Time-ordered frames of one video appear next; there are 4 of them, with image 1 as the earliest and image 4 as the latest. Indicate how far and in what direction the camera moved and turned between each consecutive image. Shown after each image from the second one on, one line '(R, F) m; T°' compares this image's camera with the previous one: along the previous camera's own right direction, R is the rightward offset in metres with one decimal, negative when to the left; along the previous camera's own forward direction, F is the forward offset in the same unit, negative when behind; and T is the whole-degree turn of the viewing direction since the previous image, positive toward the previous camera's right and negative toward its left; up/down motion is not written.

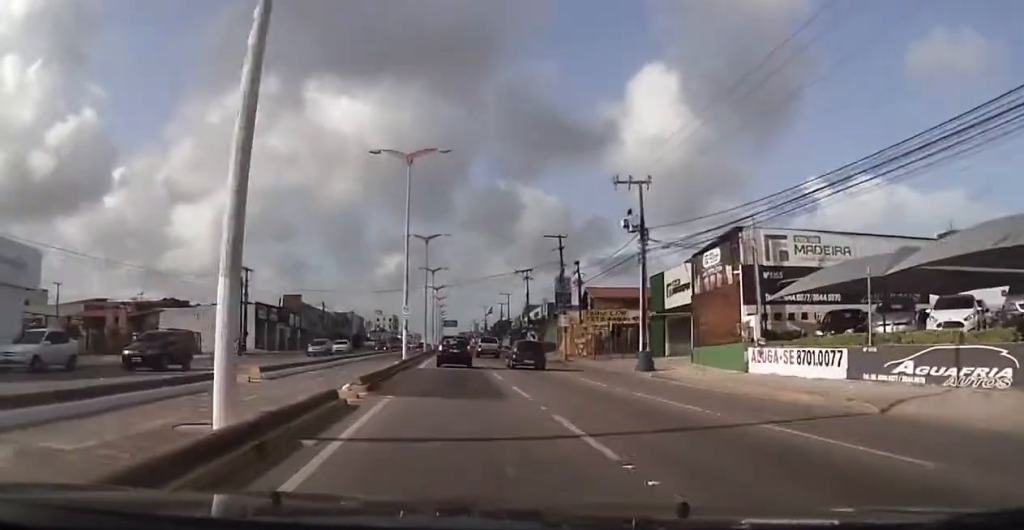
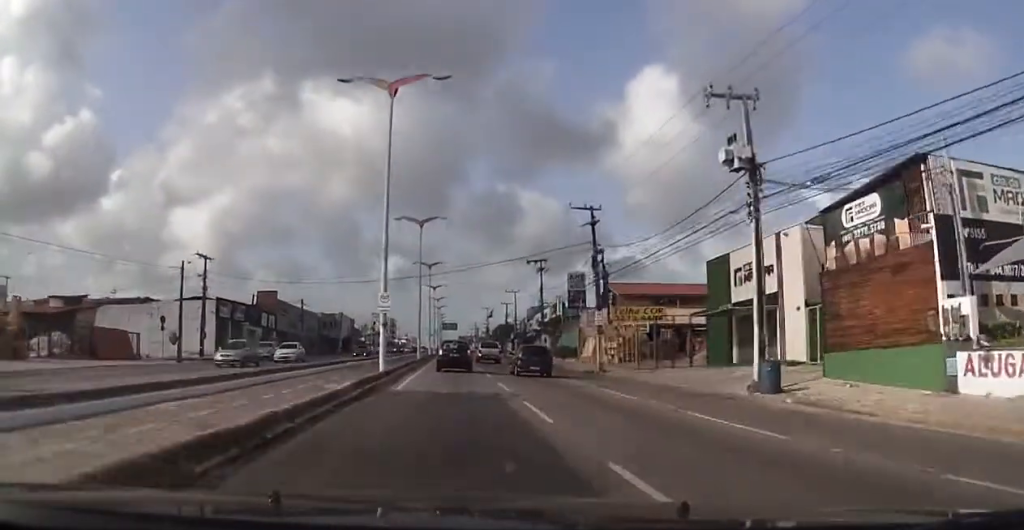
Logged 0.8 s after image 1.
(+0.2, +12.9) m; +1°
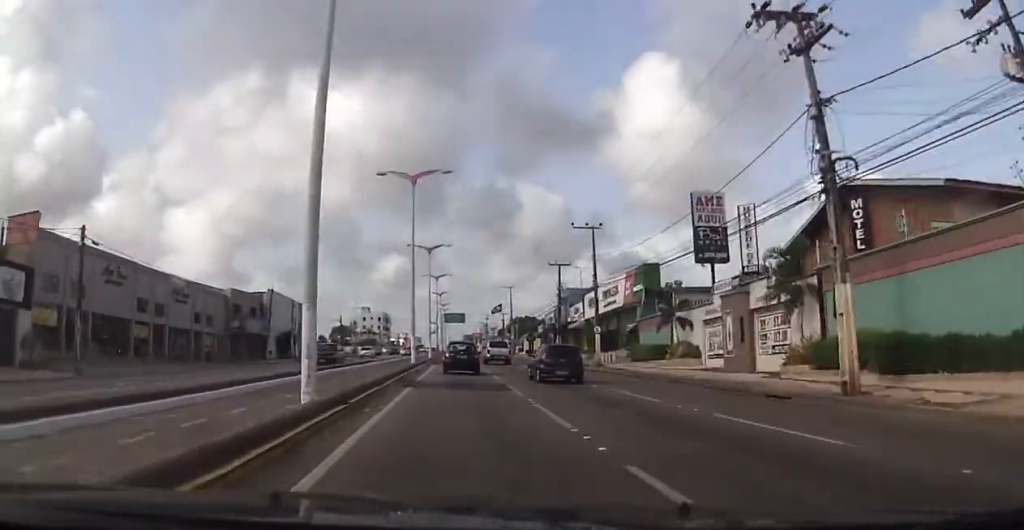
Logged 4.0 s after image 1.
(-0.2, +50.8) m; 0°
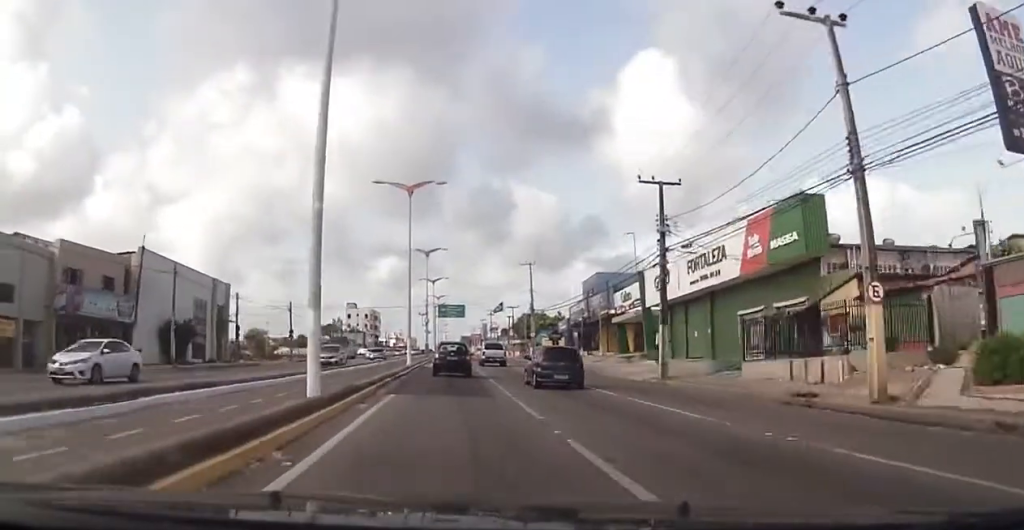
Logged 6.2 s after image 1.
(-0.1, +31.1) m; 0°
